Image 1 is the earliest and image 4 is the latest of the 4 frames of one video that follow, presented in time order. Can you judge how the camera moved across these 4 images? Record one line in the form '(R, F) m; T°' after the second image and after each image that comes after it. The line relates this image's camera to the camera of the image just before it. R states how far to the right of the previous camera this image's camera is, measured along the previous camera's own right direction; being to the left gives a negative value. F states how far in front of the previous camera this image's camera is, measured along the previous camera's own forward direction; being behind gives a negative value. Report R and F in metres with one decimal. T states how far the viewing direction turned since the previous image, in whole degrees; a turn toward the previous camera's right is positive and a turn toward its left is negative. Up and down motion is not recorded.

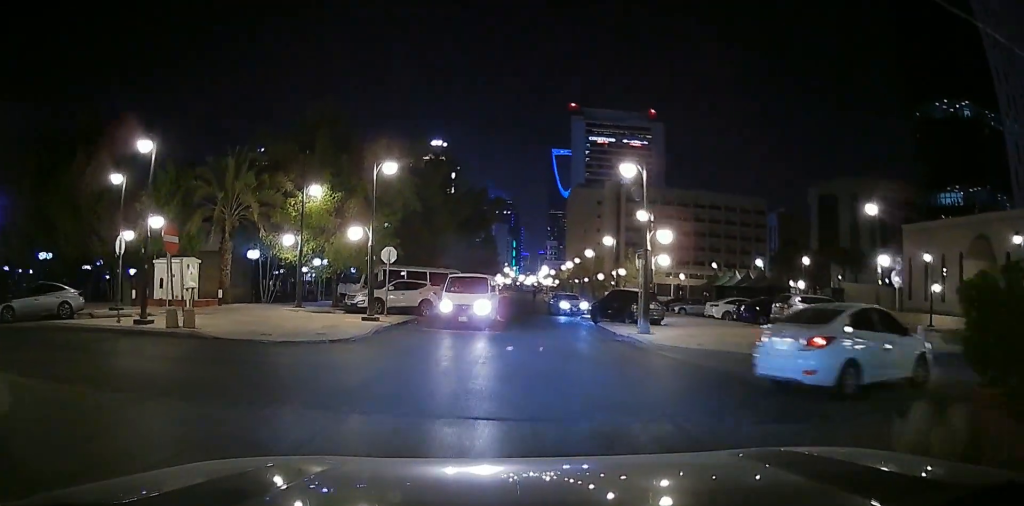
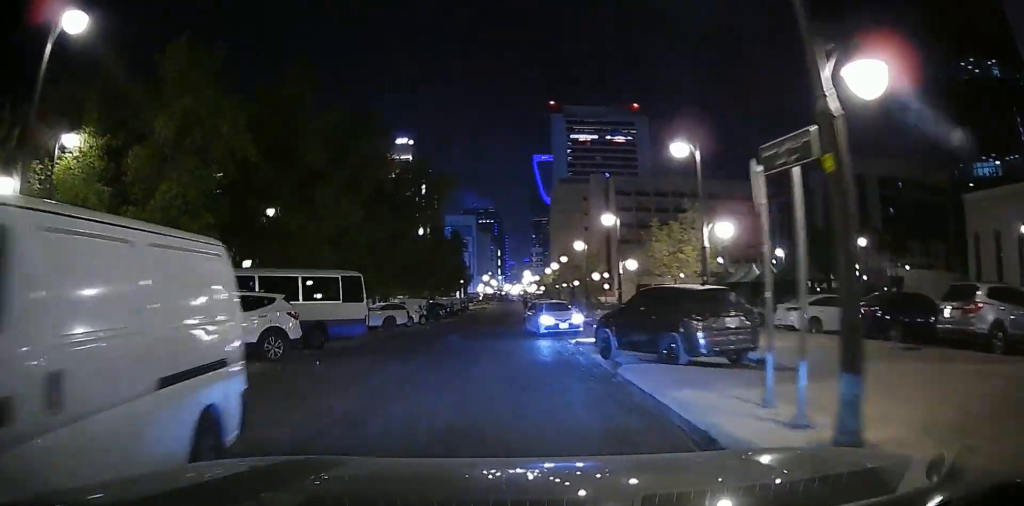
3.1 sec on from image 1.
(+1.4, +15.9) m; +6°
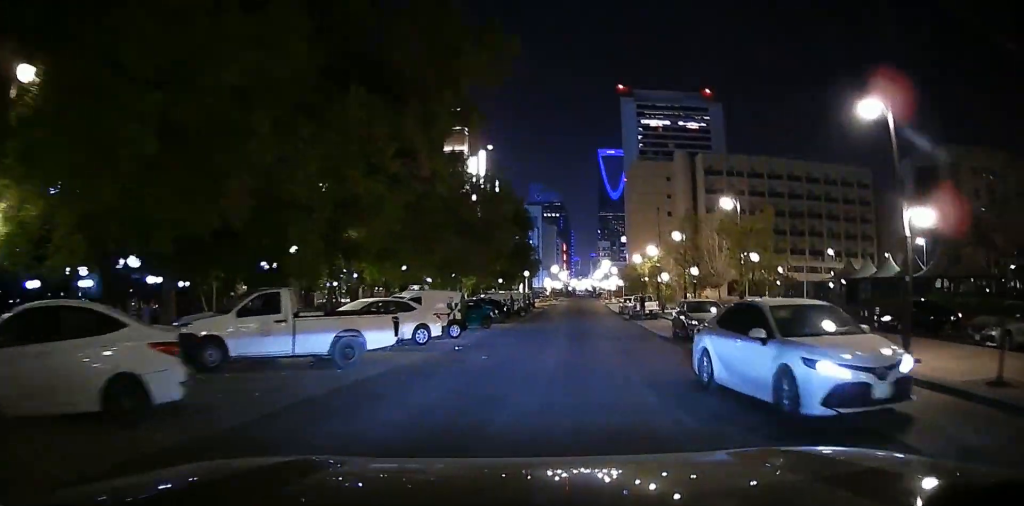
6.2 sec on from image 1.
(-2.4, +16.5) m; -7°
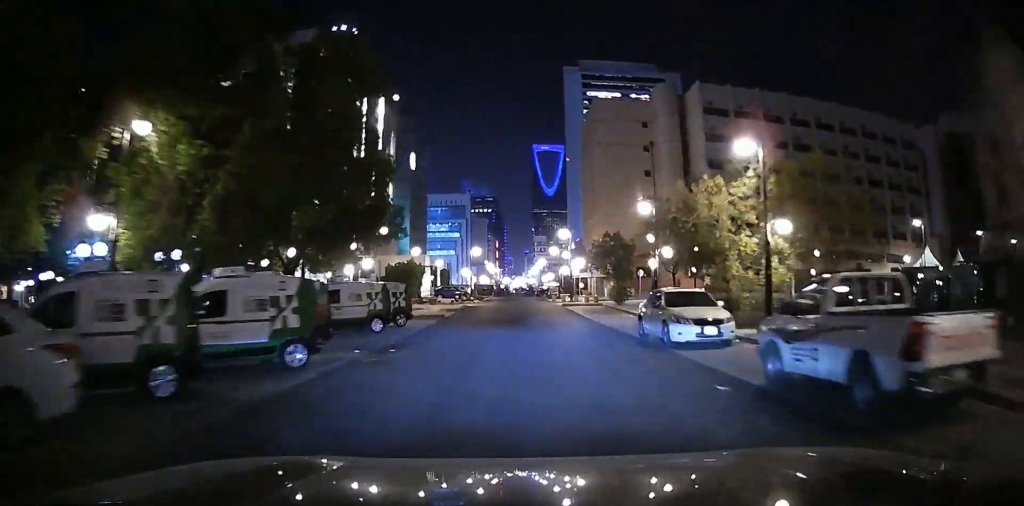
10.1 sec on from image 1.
(0.0, +26.5) m; 0°
